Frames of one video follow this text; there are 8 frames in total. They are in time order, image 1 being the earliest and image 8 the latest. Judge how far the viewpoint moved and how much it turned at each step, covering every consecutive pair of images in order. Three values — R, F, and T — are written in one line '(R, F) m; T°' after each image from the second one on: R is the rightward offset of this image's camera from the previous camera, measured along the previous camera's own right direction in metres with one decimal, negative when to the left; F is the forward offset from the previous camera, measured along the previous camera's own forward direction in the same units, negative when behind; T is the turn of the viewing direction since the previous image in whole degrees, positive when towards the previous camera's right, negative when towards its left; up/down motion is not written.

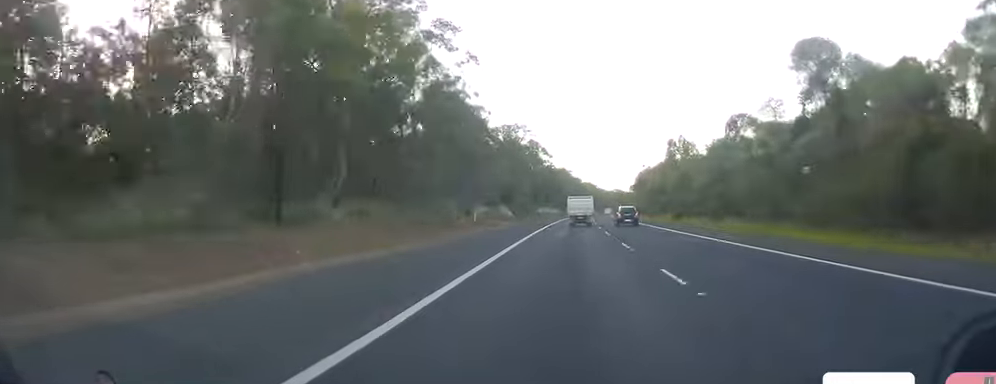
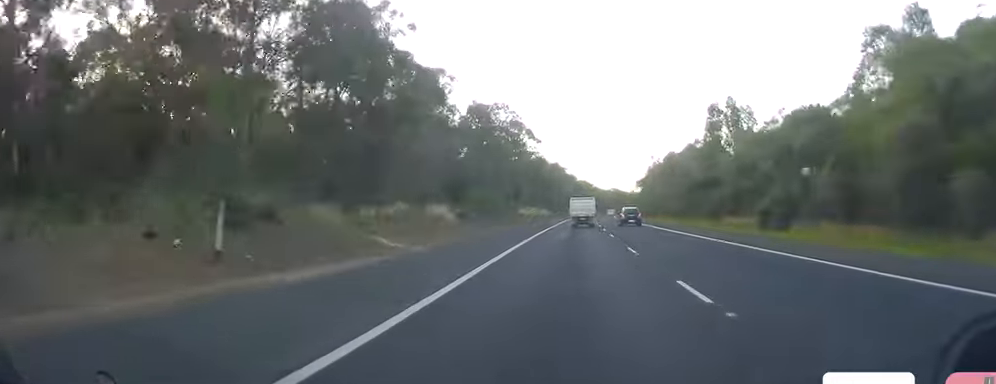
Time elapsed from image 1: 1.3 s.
(-0.5, +37.9) m; -1°
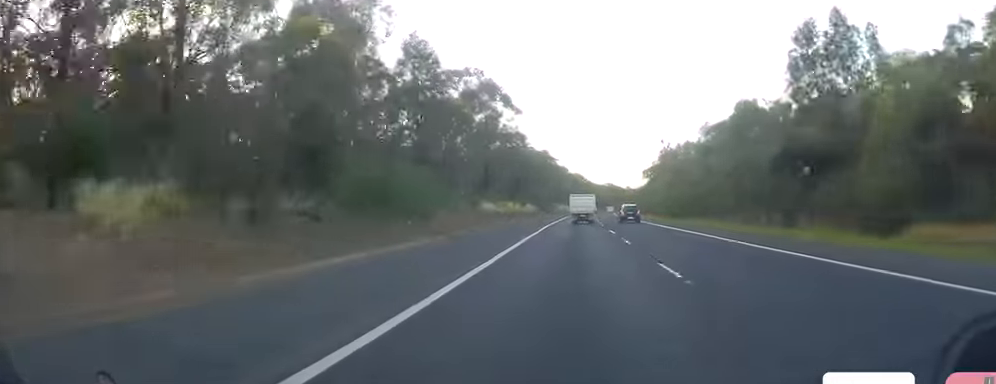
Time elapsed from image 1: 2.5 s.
(0.0, +32.4) m; +1°
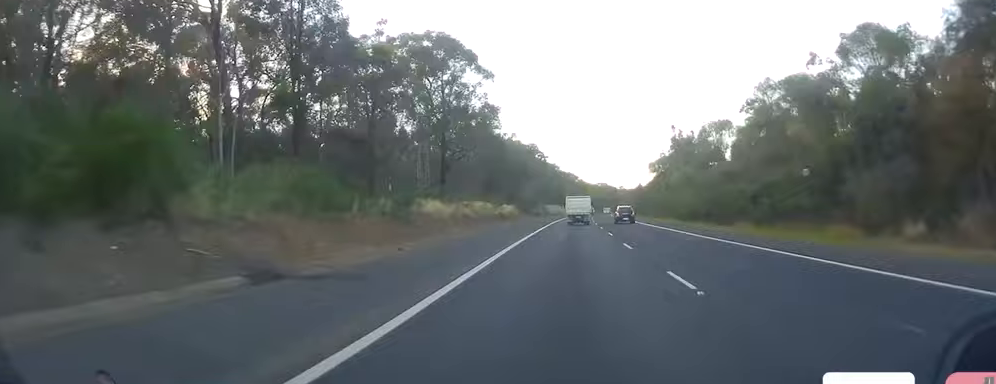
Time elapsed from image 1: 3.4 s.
(+0.1, +25.7) m; +2°
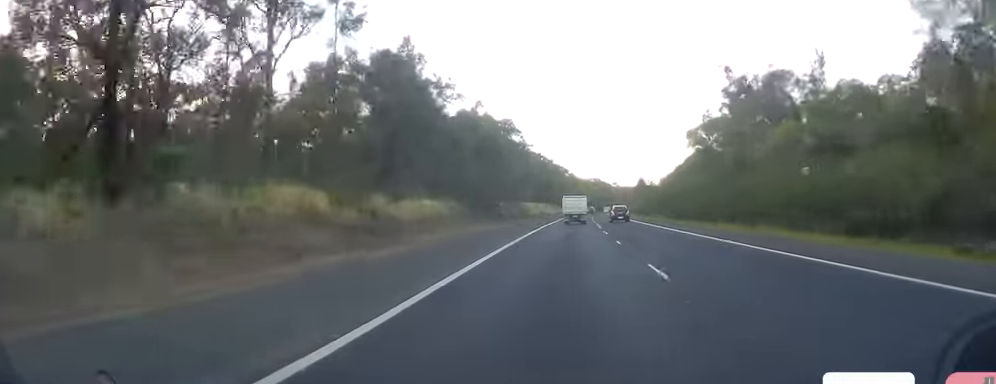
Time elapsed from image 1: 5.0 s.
(+1.3, +47.7) m; +1°
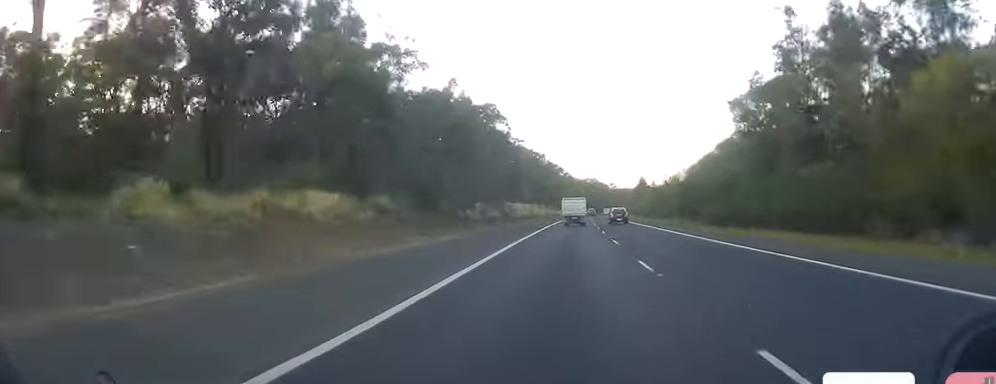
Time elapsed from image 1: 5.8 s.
(-0.2, +21.9) m; 0°
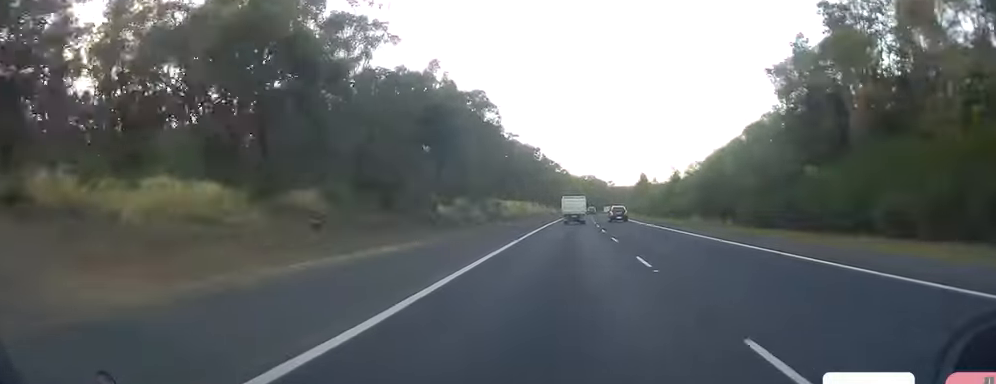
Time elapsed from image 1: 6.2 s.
(-0.2, +11.4) m; 0°
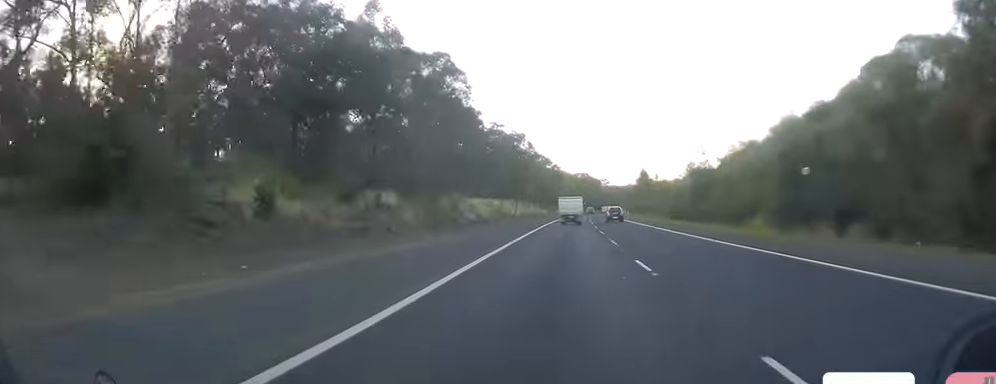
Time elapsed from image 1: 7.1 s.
(+0.4, +24.7) m; +1°
